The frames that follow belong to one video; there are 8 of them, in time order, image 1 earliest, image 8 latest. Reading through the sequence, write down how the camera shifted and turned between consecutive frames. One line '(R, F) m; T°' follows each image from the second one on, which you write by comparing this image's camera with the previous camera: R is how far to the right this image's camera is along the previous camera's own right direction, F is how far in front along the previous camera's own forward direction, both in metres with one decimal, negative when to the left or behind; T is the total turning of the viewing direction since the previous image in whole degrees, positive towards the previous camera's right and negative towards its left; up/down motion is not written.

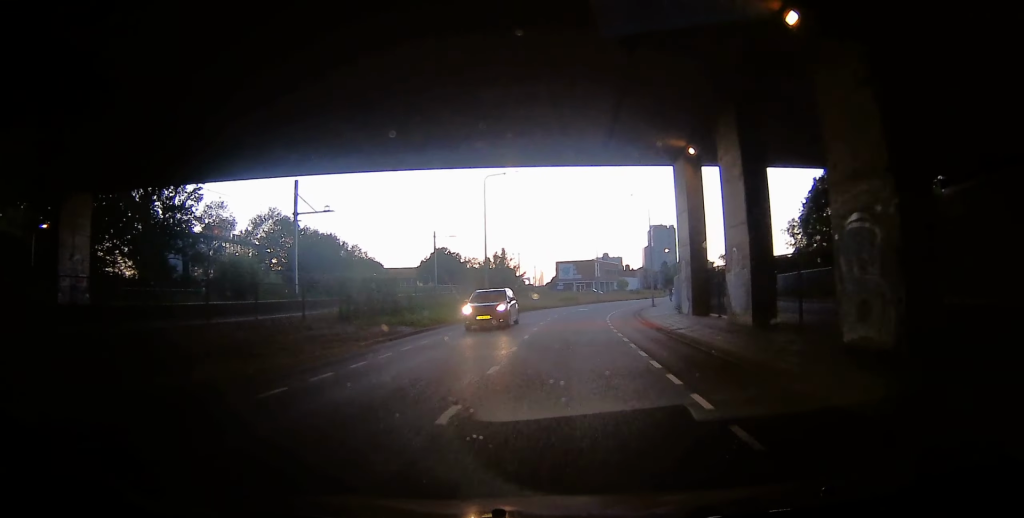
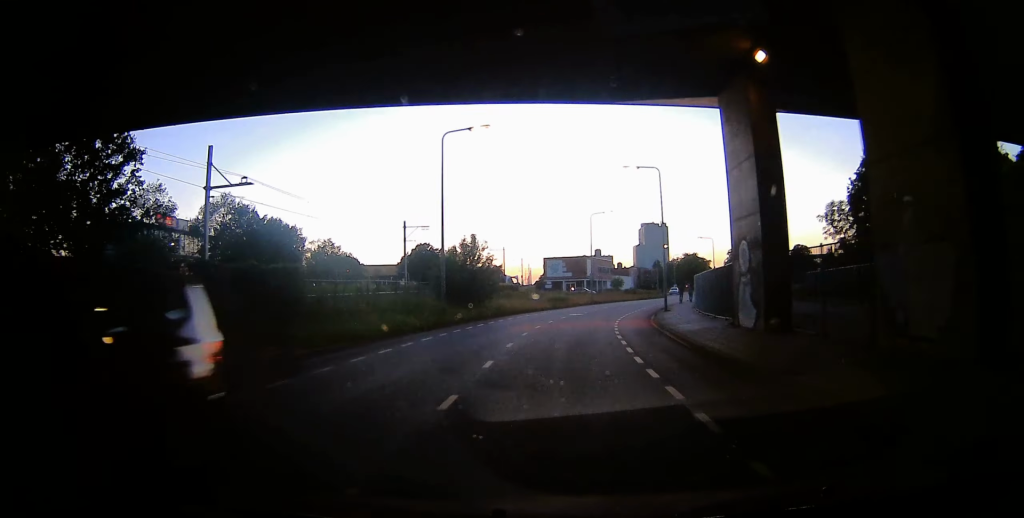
(0.0, +11.4) m; 0°
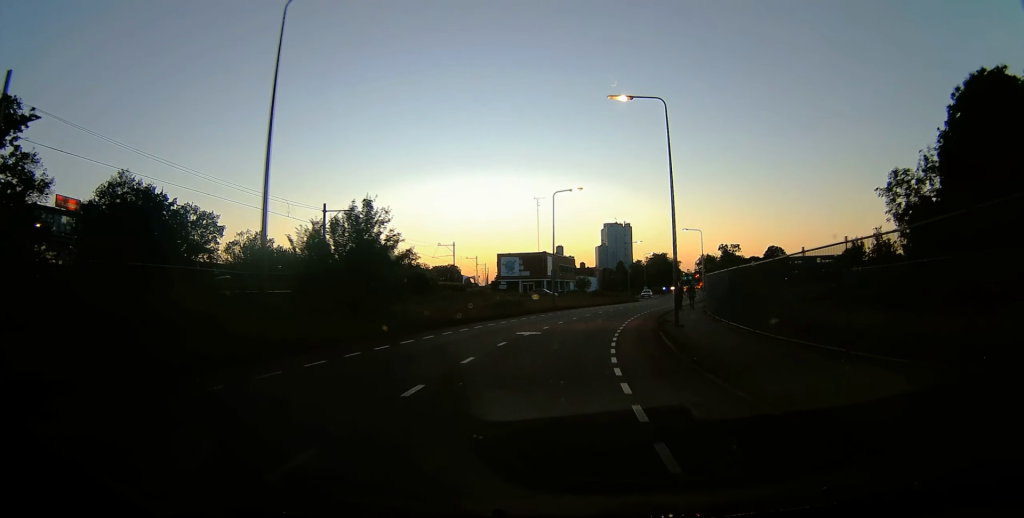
(+0.1, +15.3) m; +4°
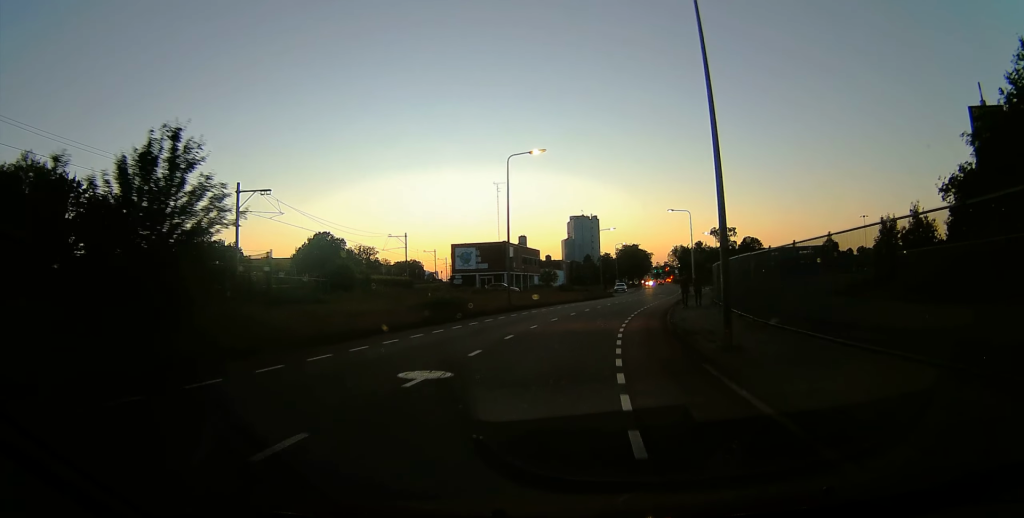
(+0.6, +11.6) m; +6°
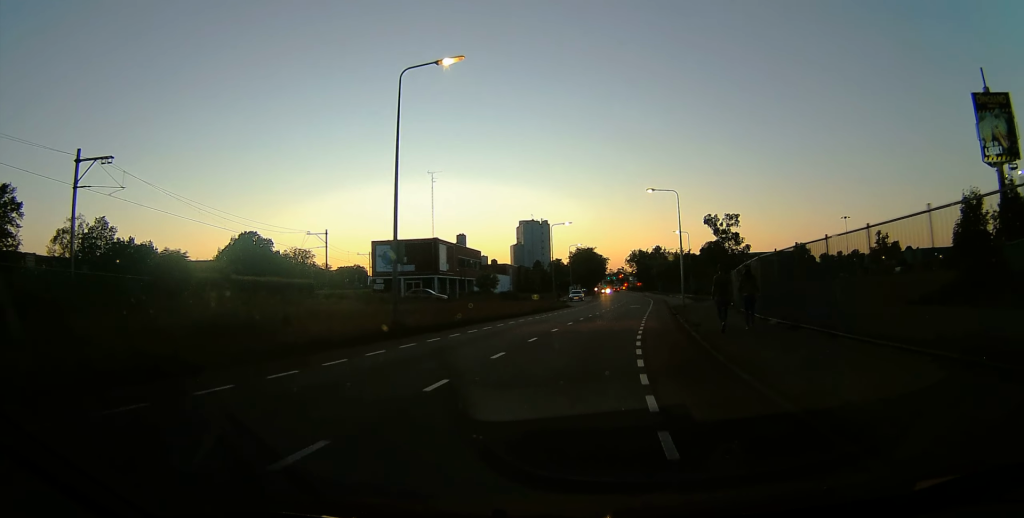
(+1.3, +16.0) m; +5°
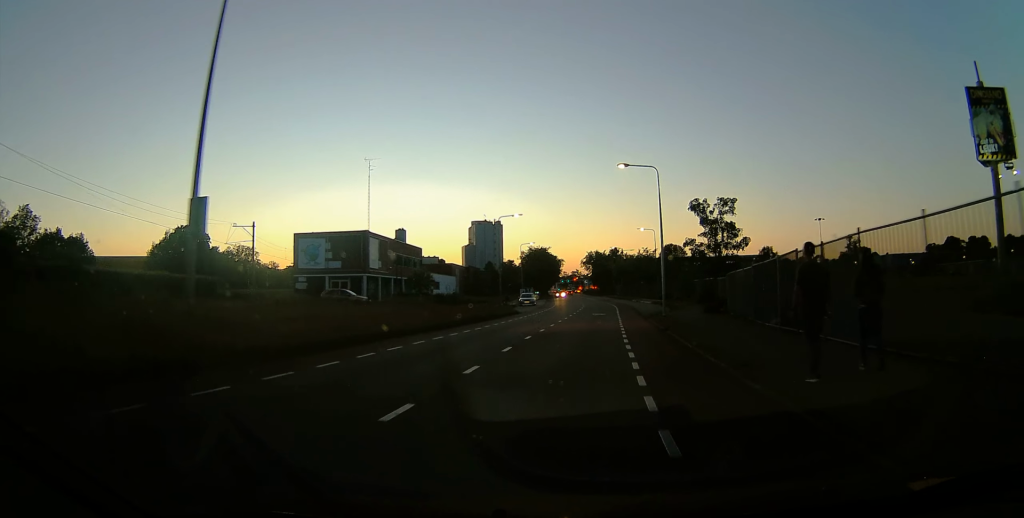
(0.0, +9.9) m; +1°
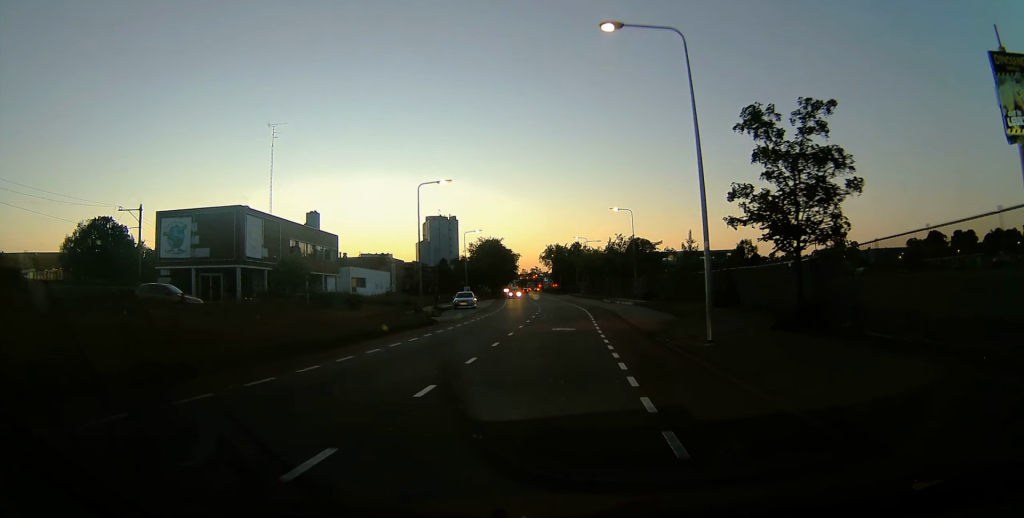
(+0.5, +18.1) m; +5°
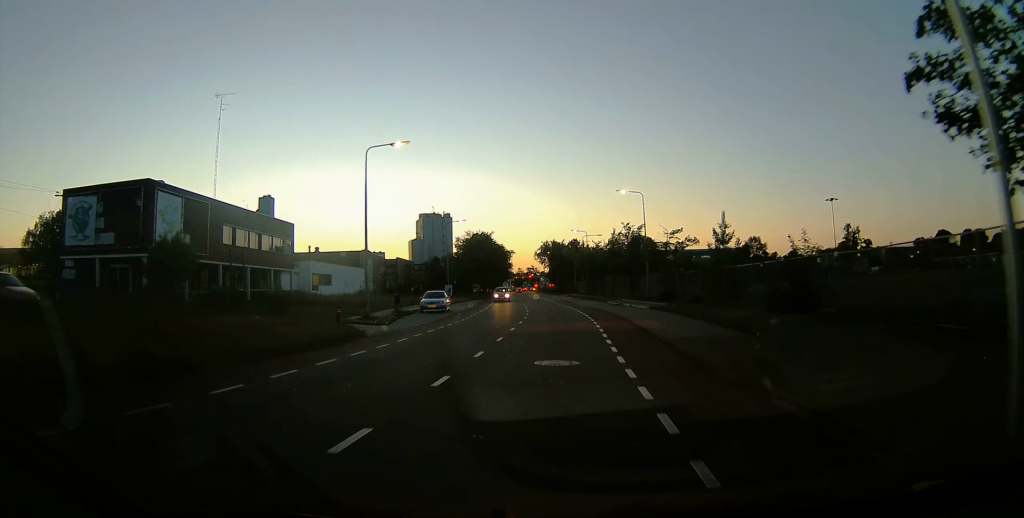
(+0.4, +10.9) m; +2°
